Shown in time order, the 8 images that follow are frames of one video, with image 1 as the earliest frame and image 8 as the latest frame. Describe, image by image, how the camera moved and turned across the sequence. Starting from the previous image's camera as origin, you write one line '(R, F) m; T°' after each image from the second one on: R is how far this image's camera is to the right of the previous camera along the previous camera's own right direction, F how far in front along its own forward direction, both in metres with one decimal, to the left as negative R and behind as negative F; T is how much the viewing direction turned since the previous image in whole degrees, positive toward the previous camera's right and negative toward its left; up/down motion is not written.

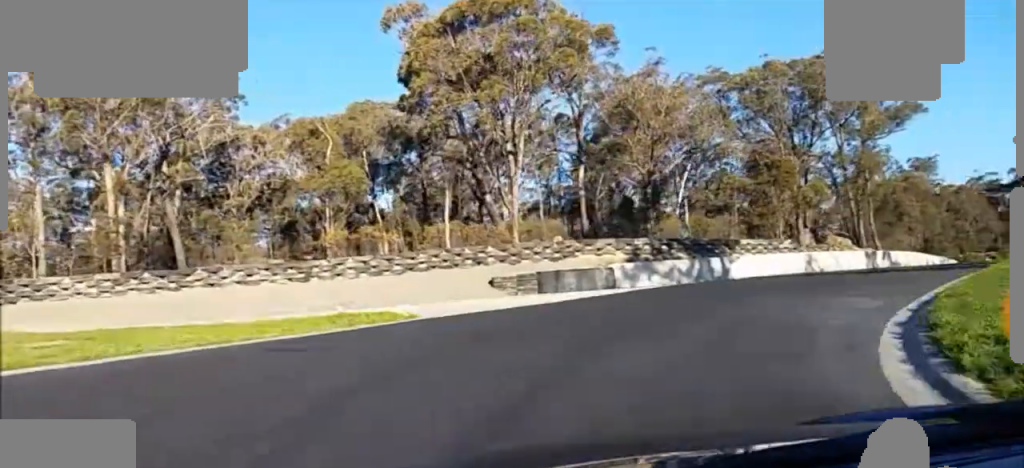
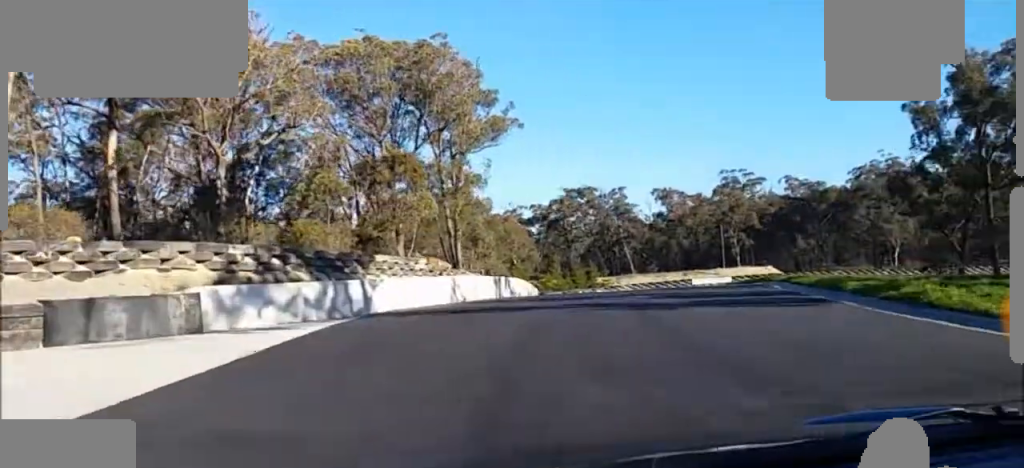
(+5.0, +15.9) m; +25°
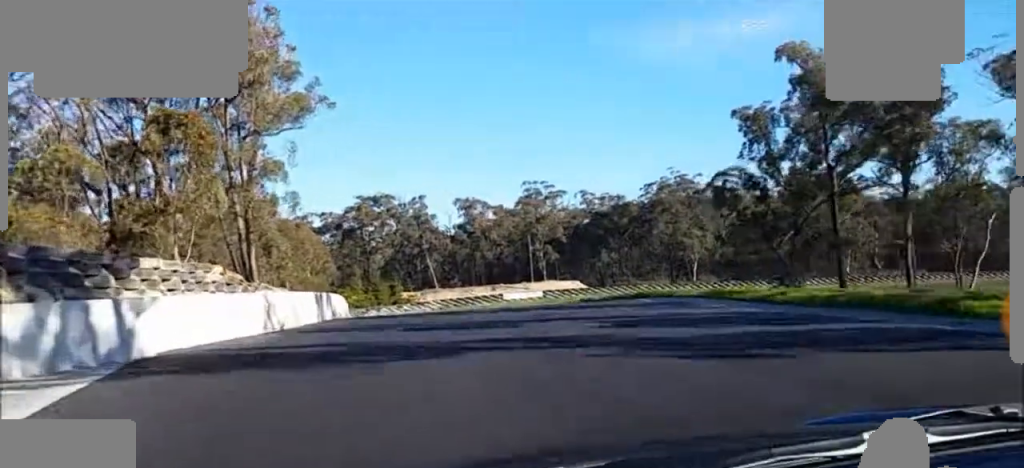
(+1.0, +10.6) m; +12°
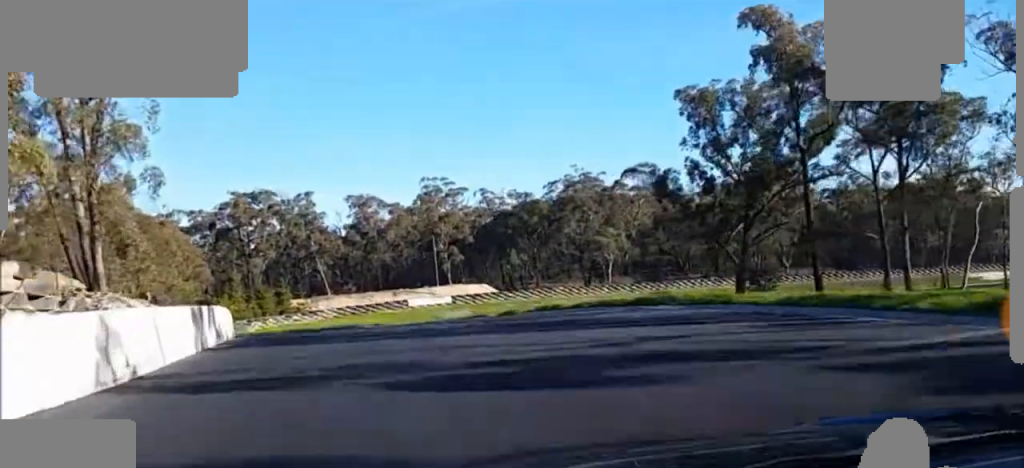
(+0.2, +8.6) m; +8°
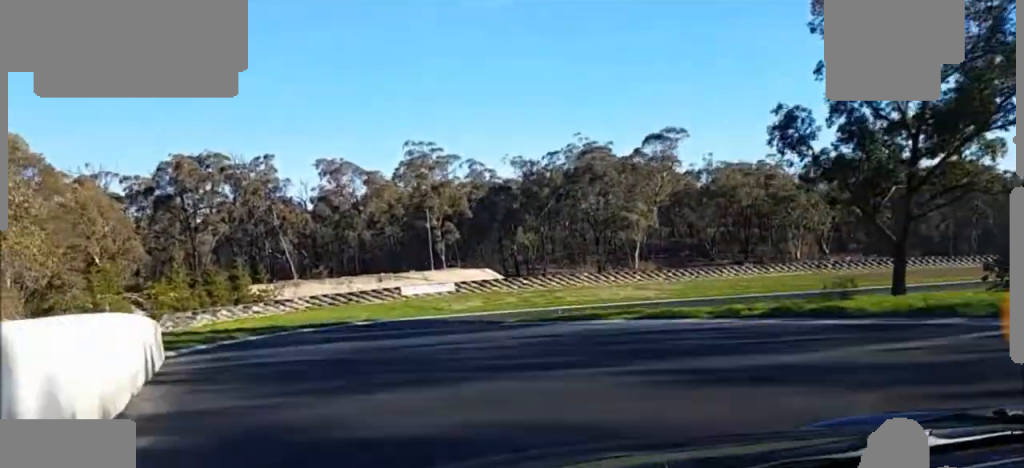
(+2.5, +15.8) m; +9°
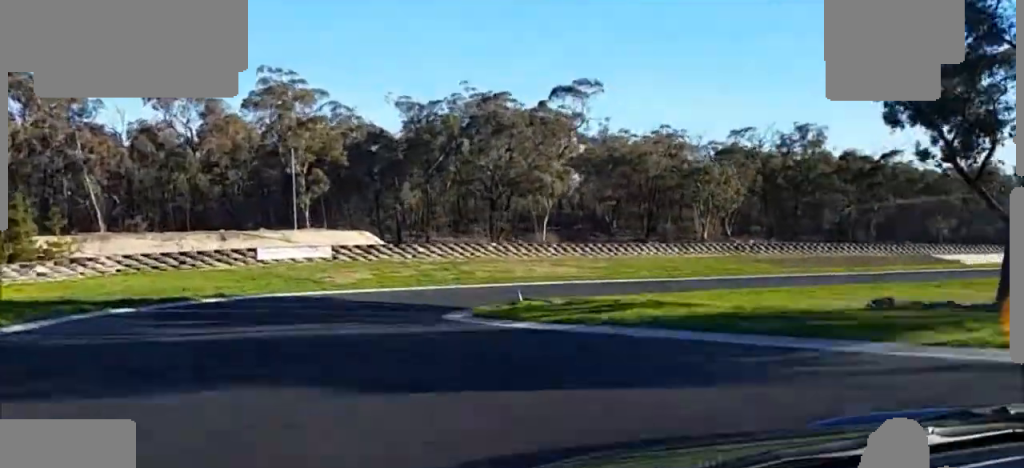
(0.0, +15.0) m; 0°
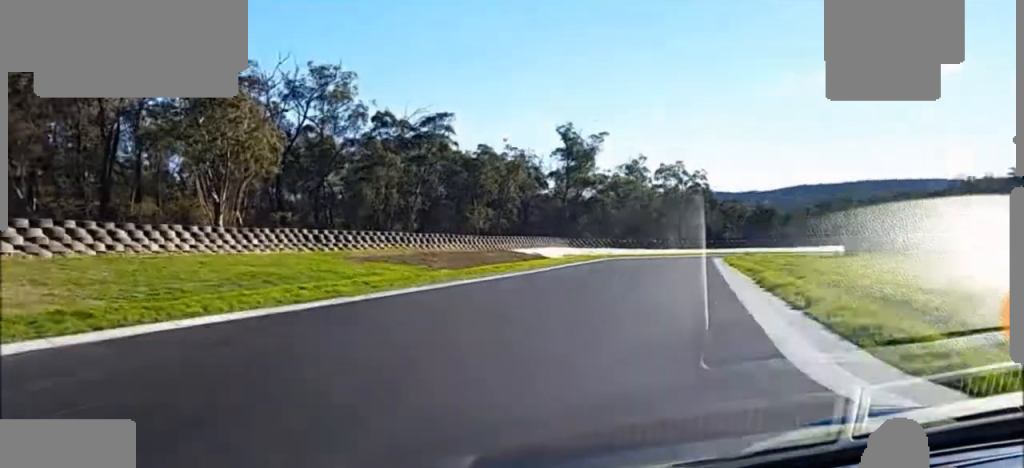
(+8.0, +44.6) m; +36°
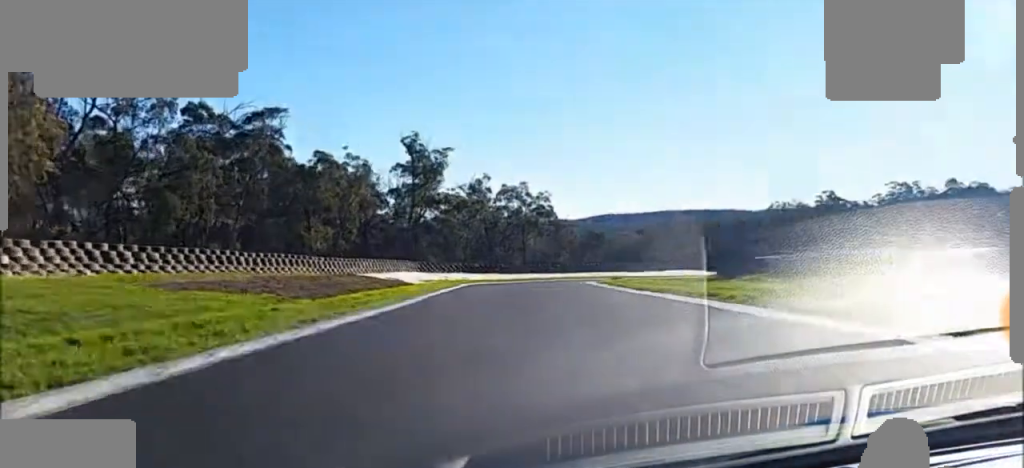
(+2.5, +12.3) m; +16°
